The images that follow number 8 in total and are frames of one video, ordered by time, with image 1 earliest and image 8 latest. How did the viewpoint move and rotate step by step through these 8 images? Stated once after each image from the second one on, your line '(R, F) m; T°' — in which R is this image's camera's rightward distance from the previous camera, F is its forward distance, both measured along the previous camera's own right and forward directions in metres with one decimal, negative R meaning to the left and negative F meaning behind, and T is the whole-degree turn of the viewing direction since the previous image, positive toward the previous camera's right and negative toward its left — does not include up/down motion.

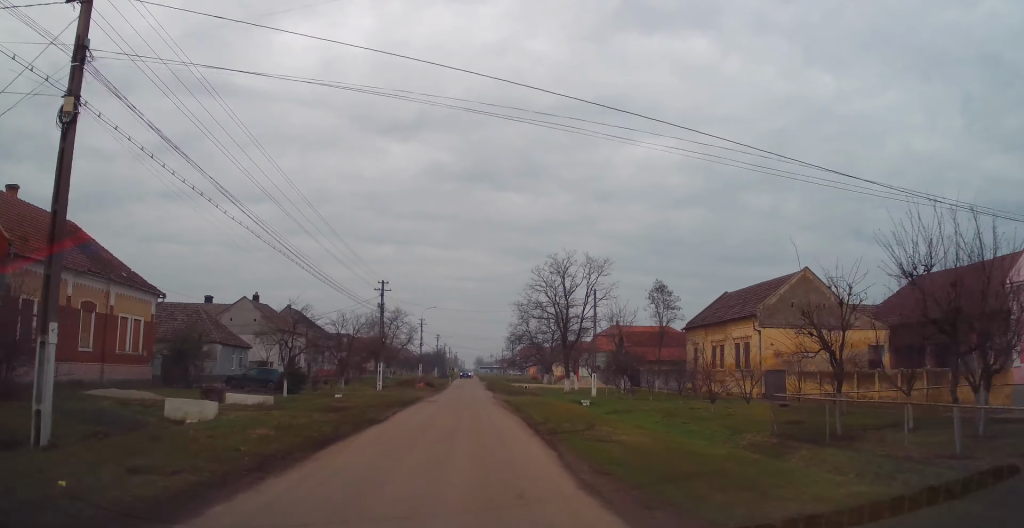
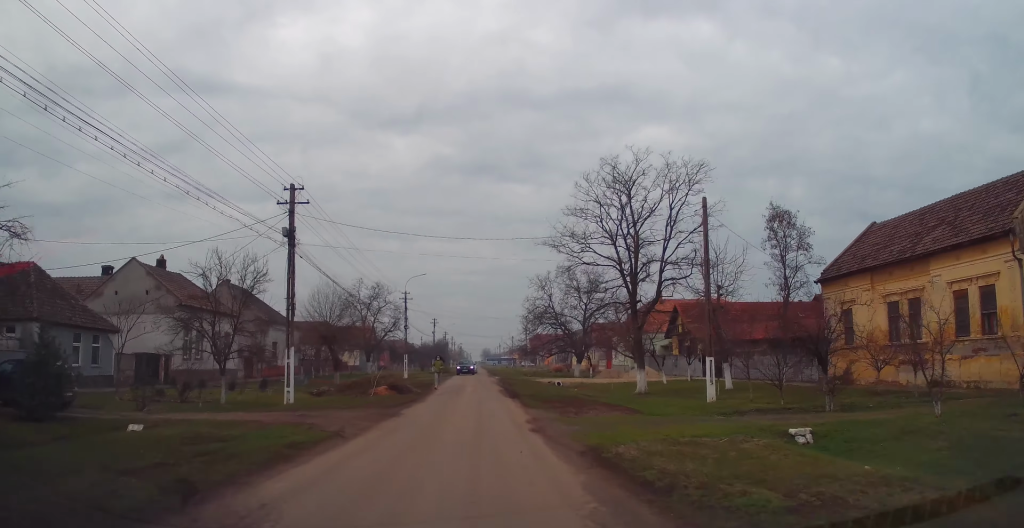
(+0.1, +23.9) m; 0°
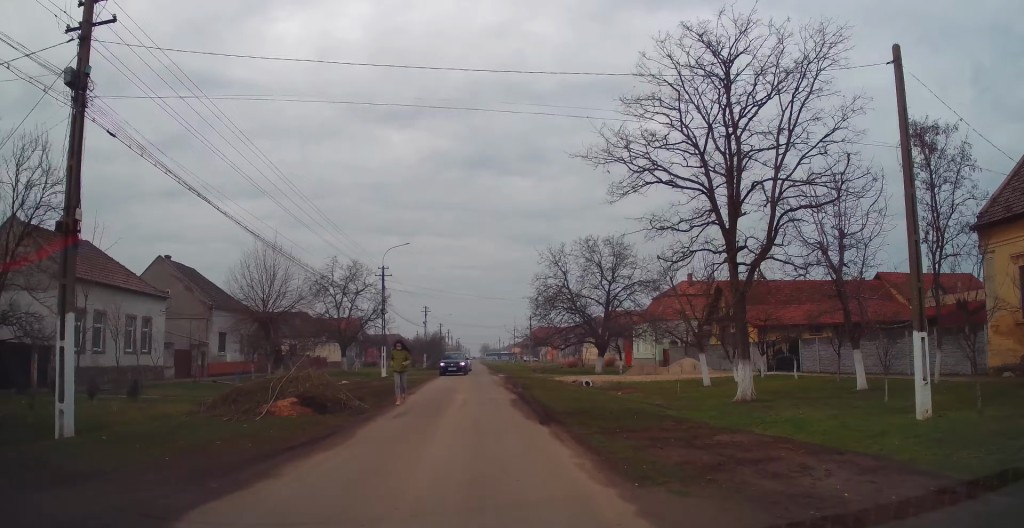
(-0.1, +13.6) m; 0°
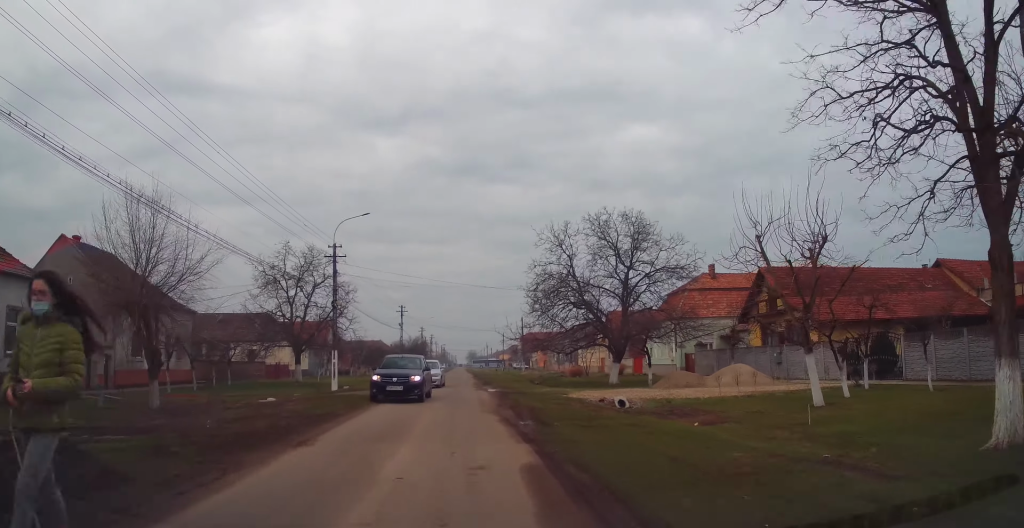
(+0.1, +13.0) m; +2°
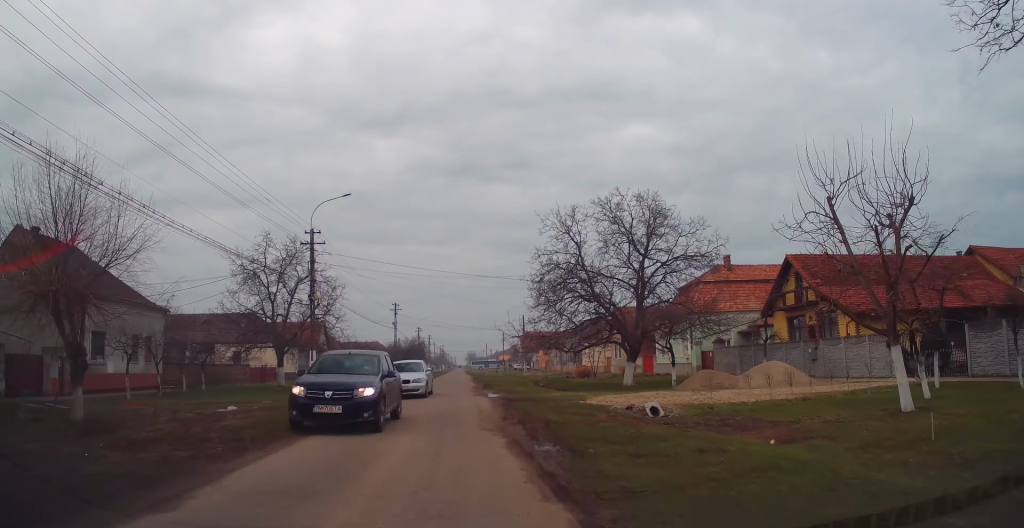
(+0.2, +5.0) m; 0°
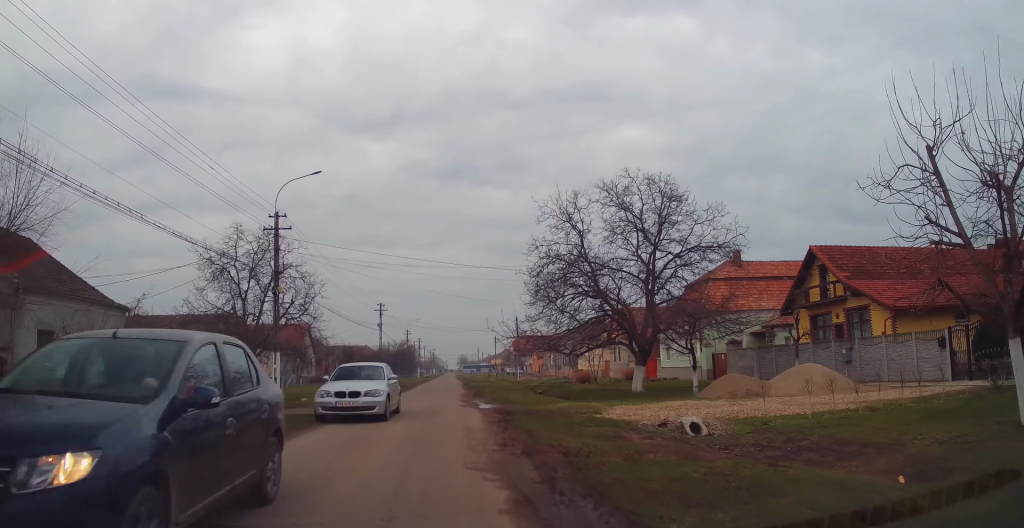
(-0.1, +5.0) m; -1°
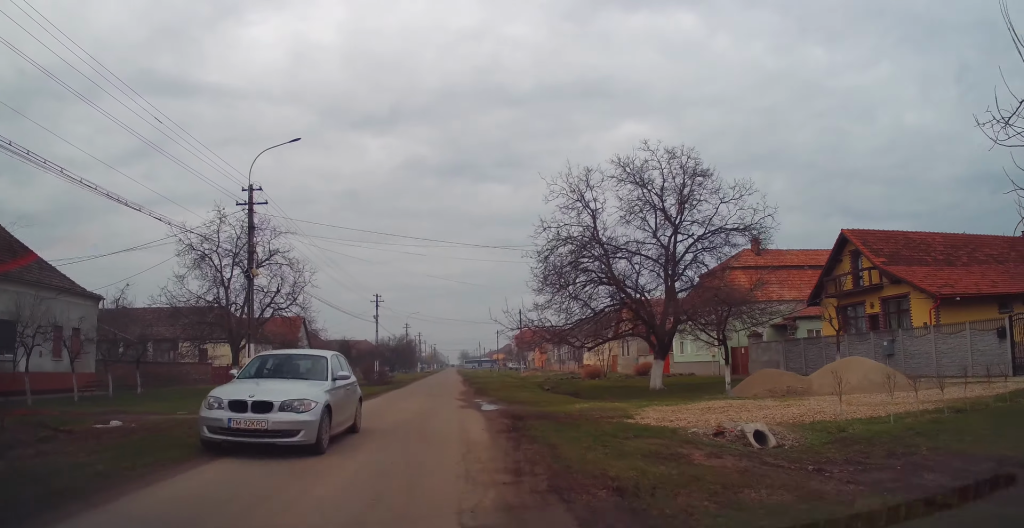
(-0.1, +3.7) m; -1°
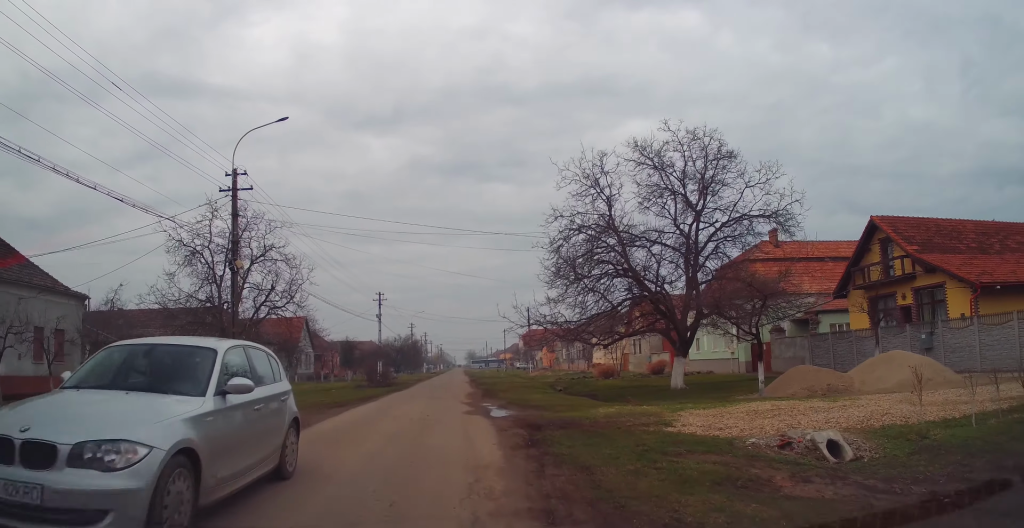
(+0.1, +2.4) m; -1°
